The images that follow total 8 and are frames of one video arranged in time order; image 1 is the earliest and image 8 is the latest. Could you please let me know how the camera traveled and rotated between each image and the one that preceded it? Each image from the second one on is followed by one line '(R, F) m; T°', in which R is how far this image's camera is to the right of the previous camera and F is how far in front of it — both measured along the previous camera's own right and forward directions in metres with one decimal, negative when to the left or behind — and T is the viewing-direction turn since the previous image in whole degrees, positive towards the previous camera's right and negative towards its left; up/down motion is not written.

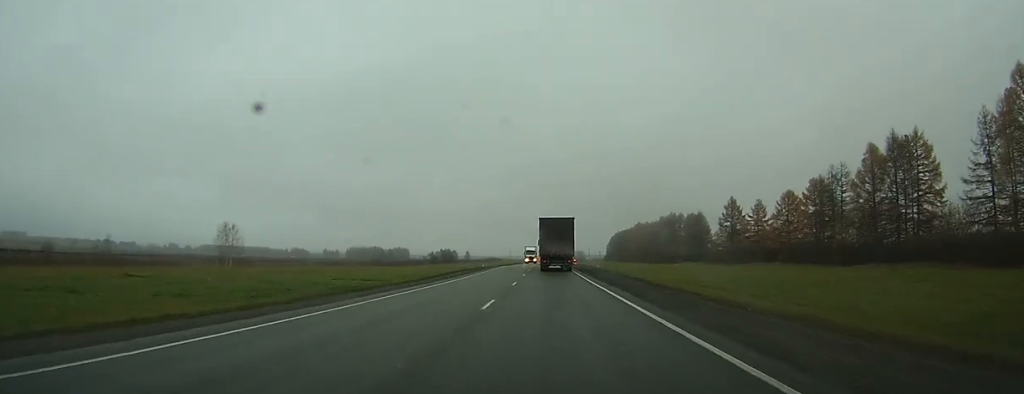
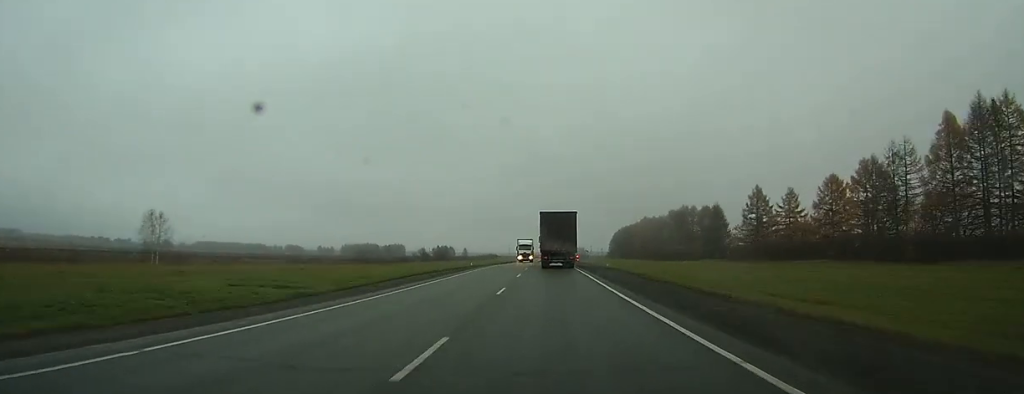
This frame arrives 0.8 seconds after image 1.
(0.0, +20.2) m; 0°
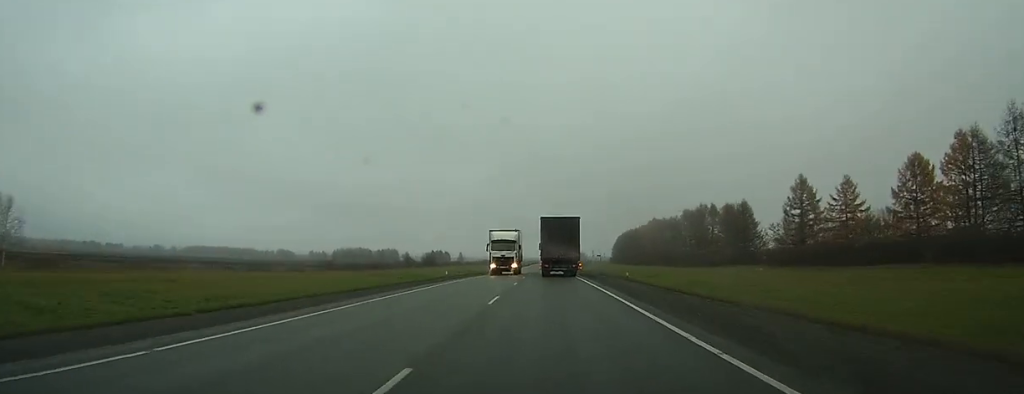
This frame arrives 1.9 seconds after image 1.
(-0.1, +25.9) m; 0°
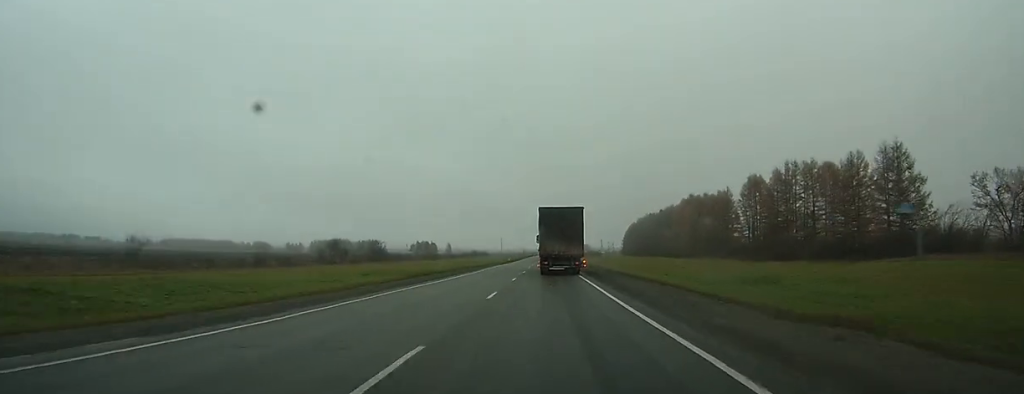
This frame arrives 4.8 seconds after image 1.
(+0.1, +69.9) m; 0°
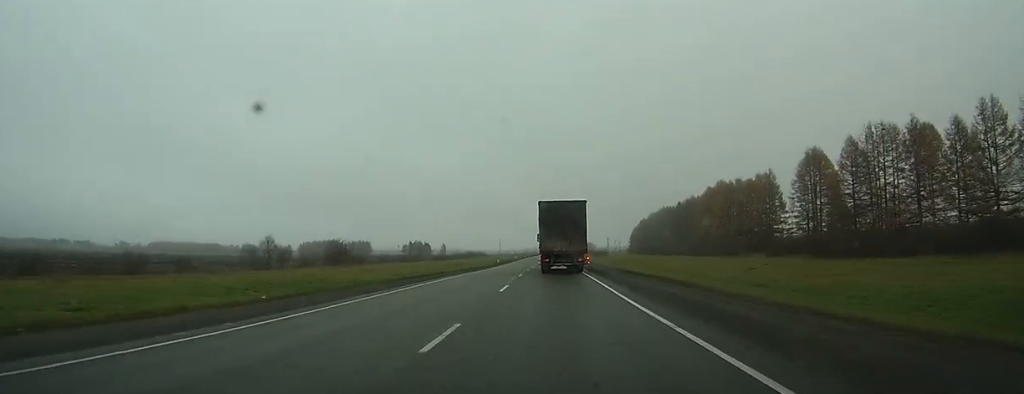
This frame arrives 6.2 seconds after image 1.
(0.0, +35.0) m; 0°
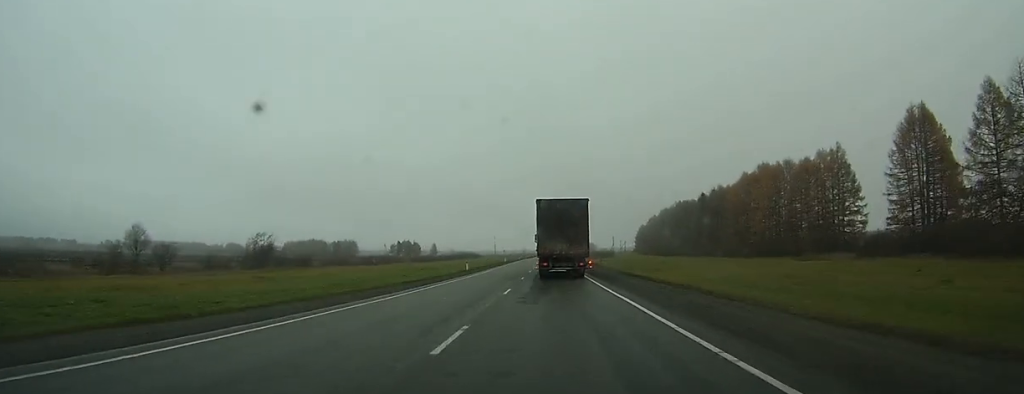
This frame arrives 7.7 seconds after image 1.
(0.0, +36.3) m; 0°
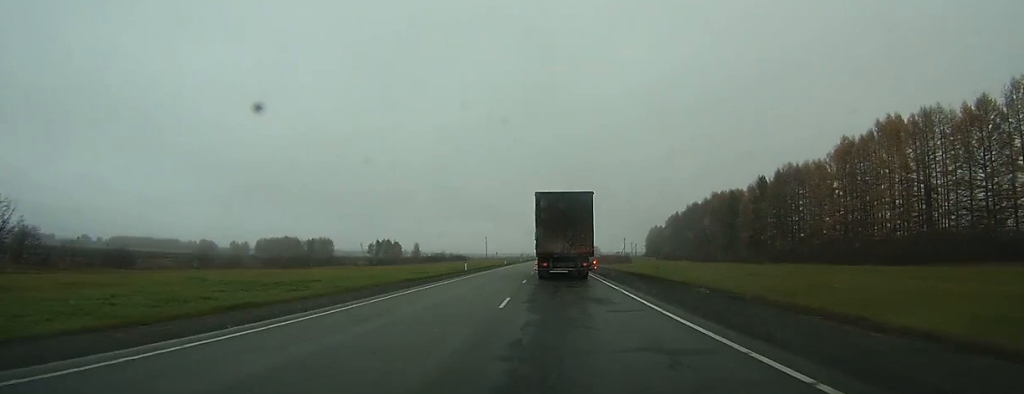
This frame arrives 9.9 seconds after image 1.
(+0.1, +54.2) m; 0°
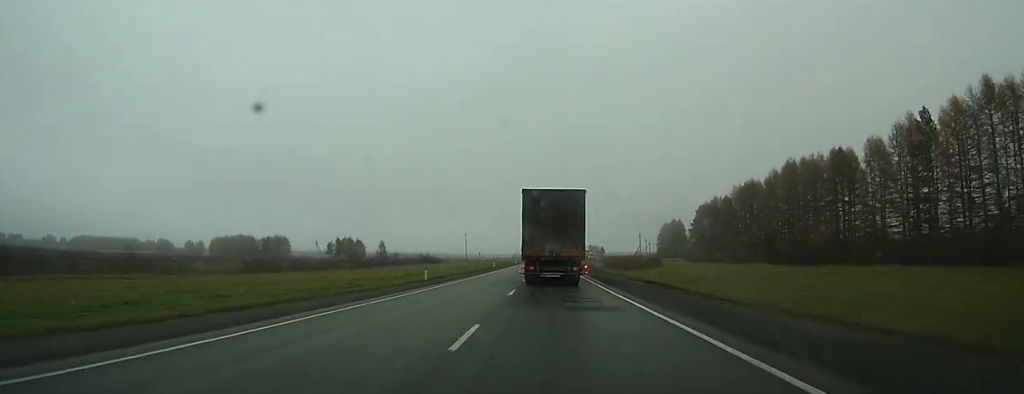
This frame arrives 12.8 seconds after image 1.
(+0.1, +64.7) m; 0°
